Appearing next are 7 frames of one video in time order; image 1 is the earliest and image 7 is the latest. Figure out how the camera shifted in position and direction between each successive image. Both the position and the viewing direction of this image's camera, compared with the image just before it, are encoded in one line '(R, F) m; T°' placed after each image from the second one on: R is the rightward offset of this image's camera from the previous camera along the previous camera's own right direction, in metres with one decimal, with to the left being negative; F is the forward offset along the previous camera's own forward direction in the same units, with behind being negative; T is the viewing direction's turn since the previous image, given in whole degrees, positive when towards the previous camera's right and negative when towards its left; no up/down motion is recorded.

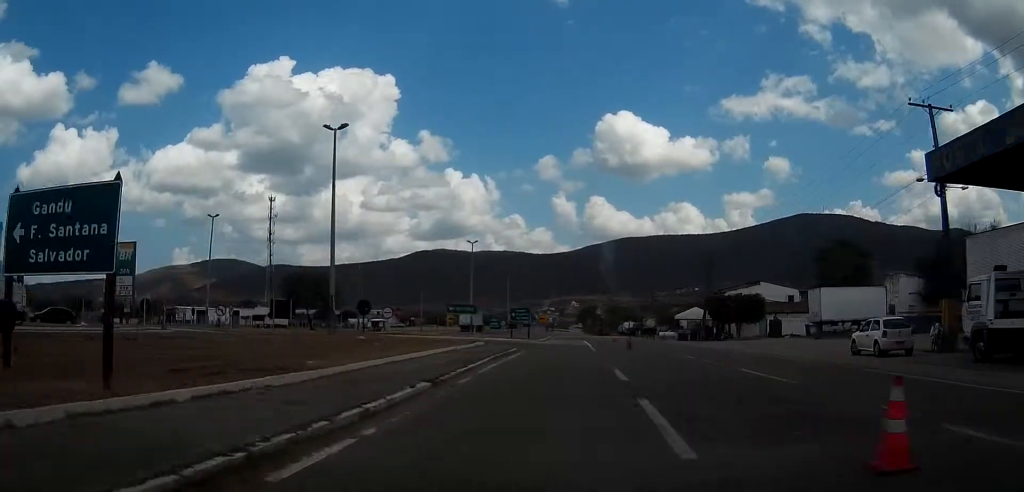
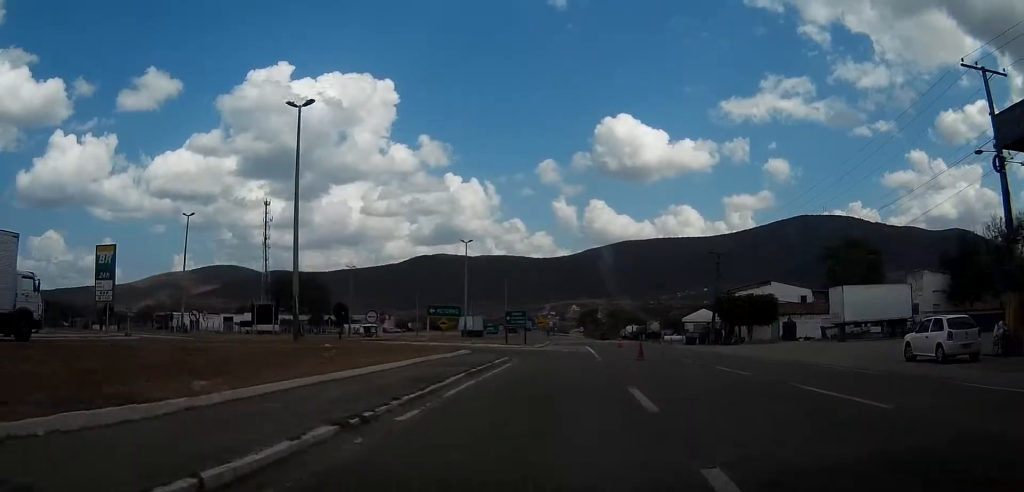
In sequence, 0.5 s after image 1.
(-0.1, +4.9) m; 0°
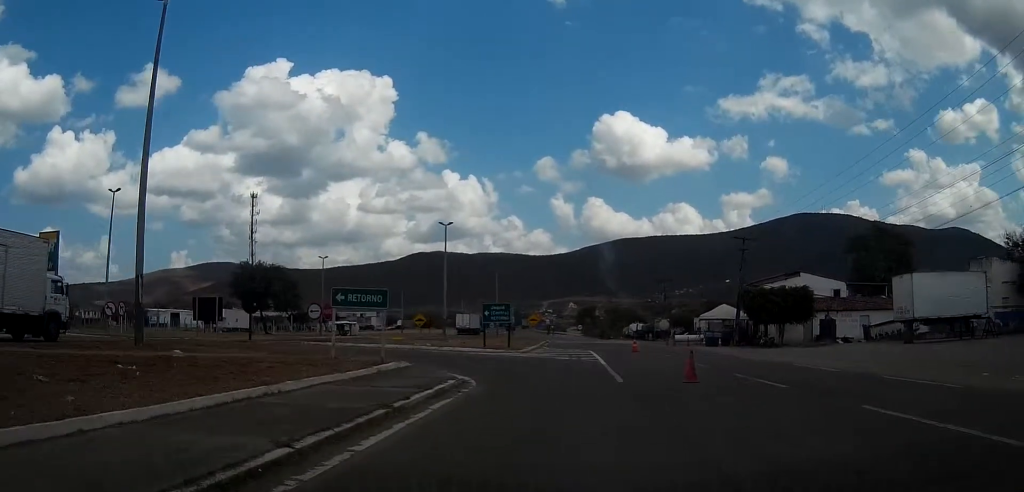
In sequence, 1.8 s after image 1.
(0.0, +12.0) m; +1°
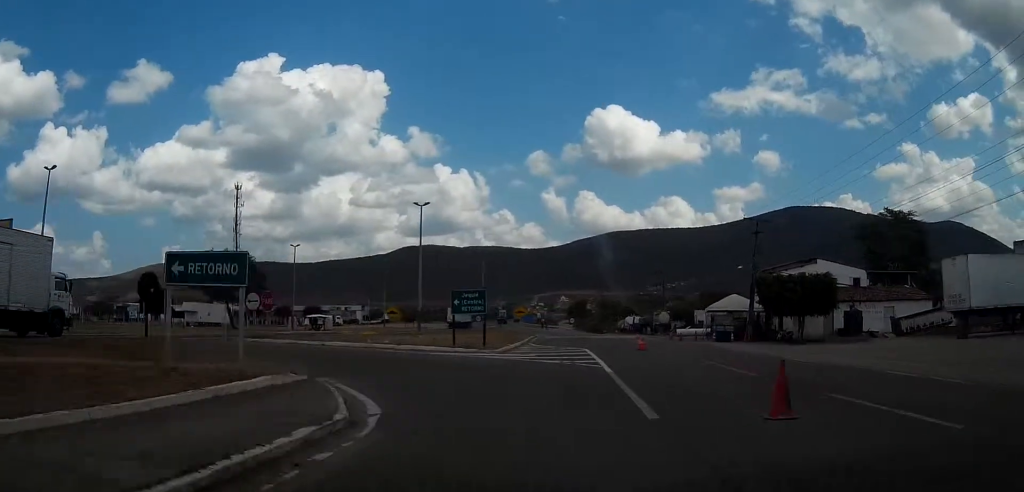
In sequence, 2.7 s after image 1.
(0.0, +7.7) m; +1°
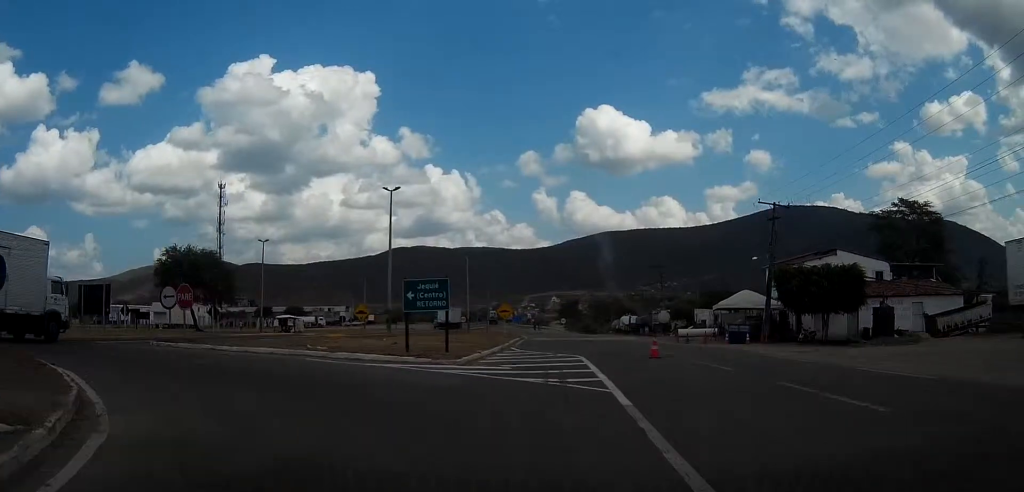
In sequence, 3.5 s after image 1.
(+0.1, +7.4) m; 0°
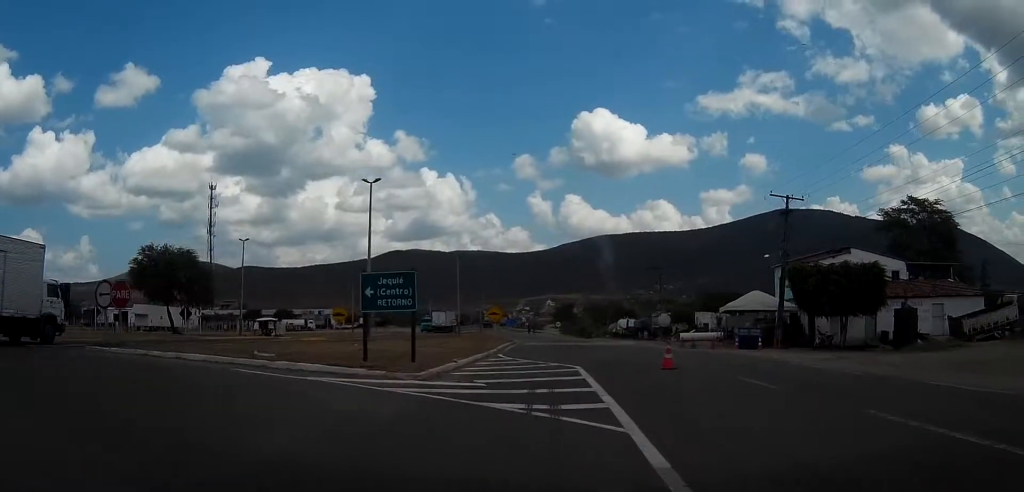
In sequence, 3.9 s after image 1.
(+0.1, +4.3) m; 0°
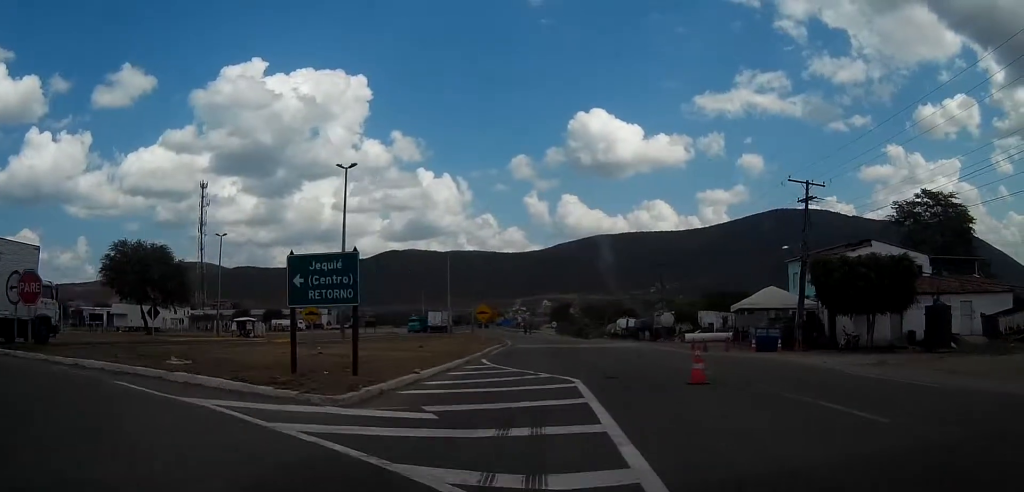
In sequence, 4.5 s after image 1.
(-0.1, +4.8) m; 0°
